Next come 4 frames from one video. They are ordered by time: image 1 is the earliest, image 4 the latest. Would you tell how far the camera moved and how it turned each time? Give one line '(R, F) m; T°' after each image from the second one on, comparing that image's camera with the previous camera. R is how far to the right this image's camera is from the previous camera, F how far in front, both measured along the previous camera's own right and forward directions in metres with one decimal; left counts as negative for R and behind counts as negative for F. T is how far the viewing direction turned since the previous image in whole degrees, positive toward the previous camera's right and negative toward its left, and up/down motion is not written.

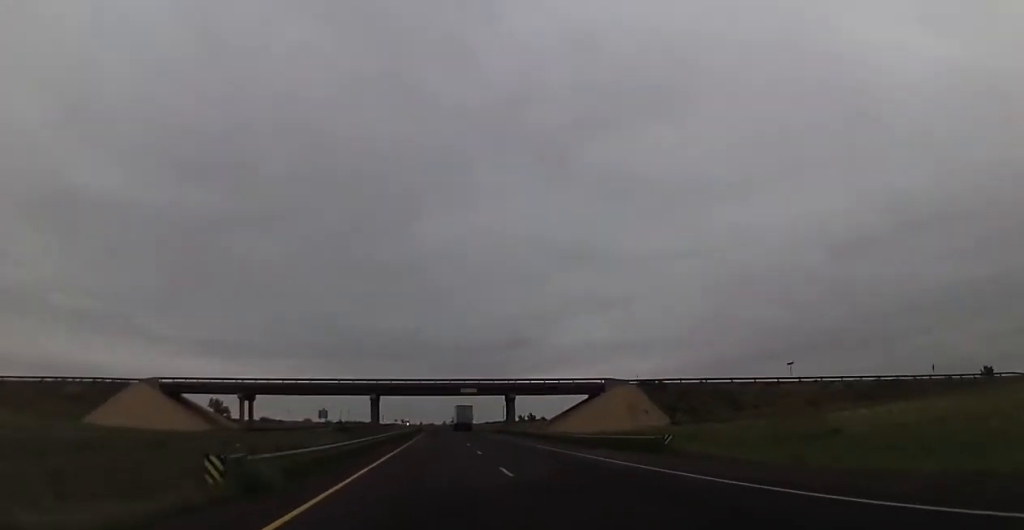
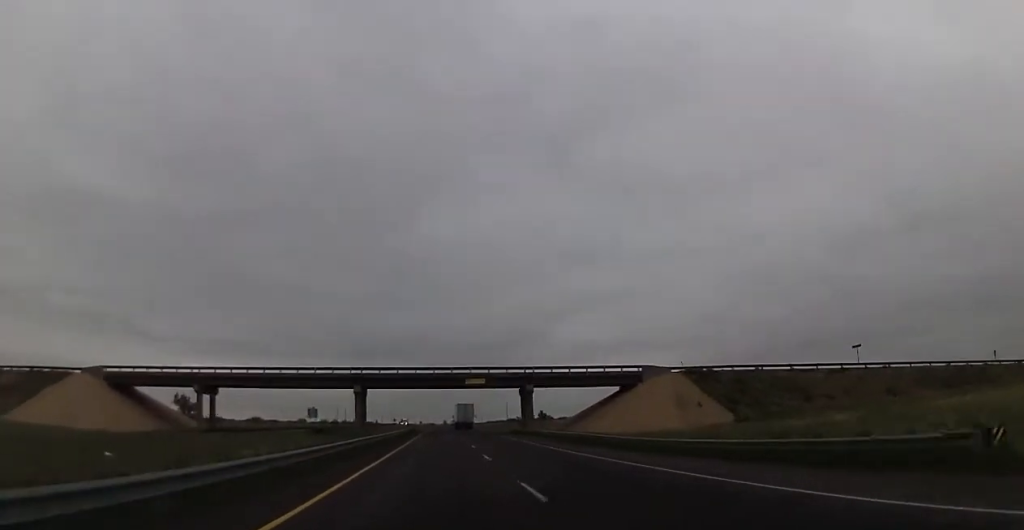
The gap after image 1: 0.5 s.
(+0.1, +17.3) m; 0°
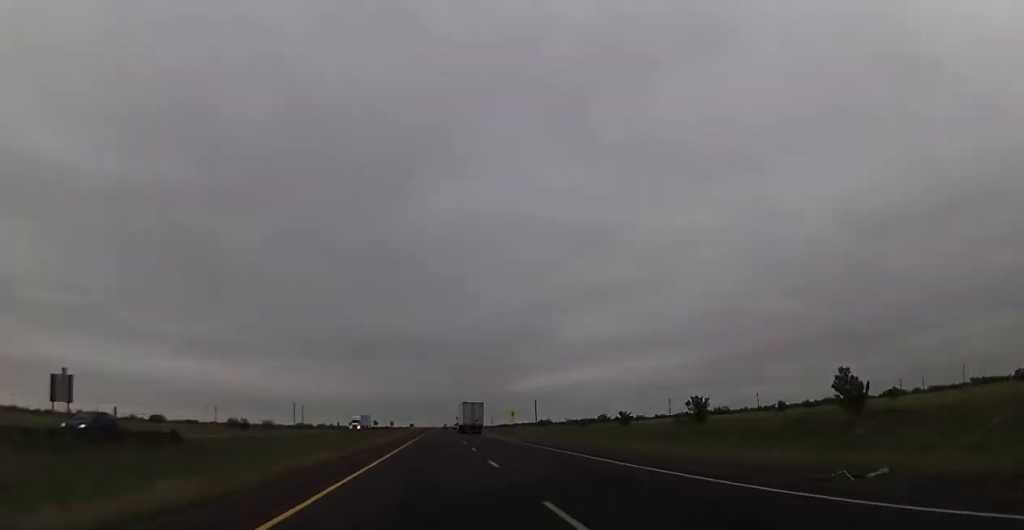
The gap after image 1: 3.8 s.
(+0.2, +124.1) m; 0°
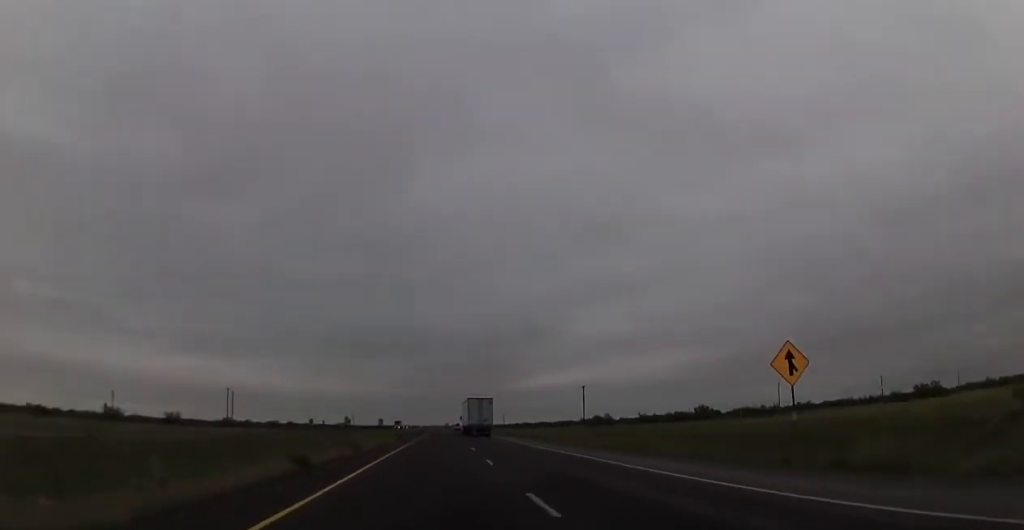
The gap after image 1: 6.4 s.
(0.0, +95.2) m; -1°
